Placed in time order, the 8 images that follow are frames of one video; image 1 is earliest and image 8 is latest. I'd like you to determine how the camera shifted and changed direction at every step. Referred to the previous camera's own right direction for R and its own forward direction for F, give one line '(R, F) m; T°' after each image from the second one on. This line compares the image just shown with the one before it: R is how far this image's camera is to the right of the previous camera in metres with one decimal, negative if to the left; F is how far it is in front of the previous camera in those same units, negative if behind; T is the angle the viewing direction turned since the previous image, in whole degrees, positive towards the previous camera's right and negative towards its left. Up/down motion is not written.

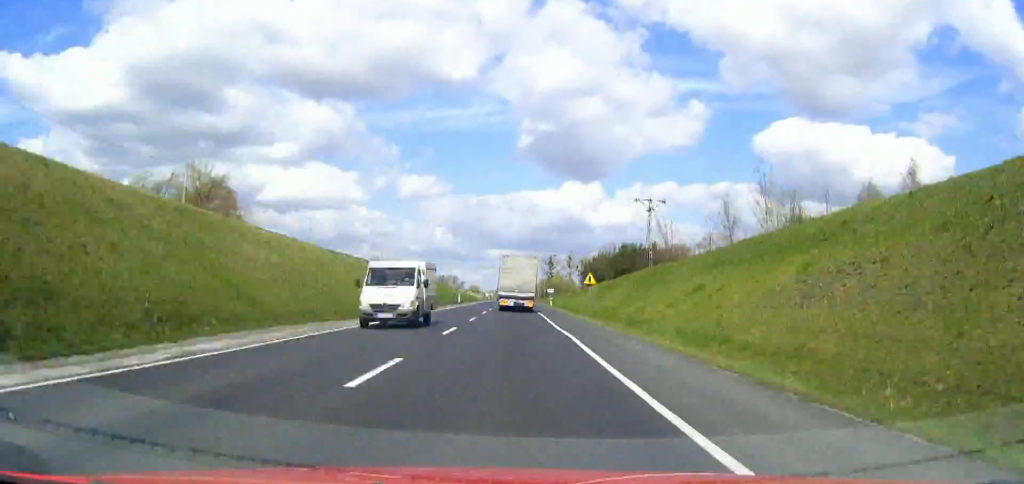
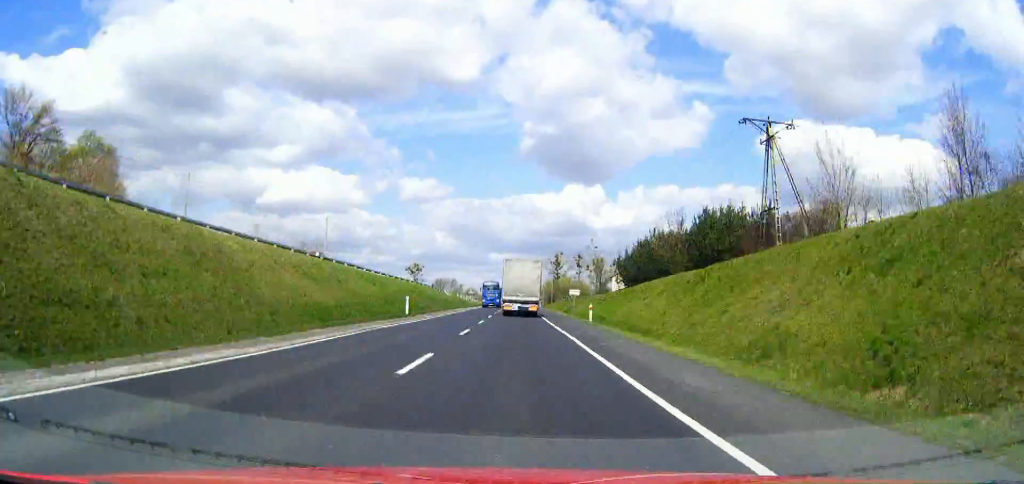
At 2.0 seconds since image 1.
(0.0, +44.8) m; 0°
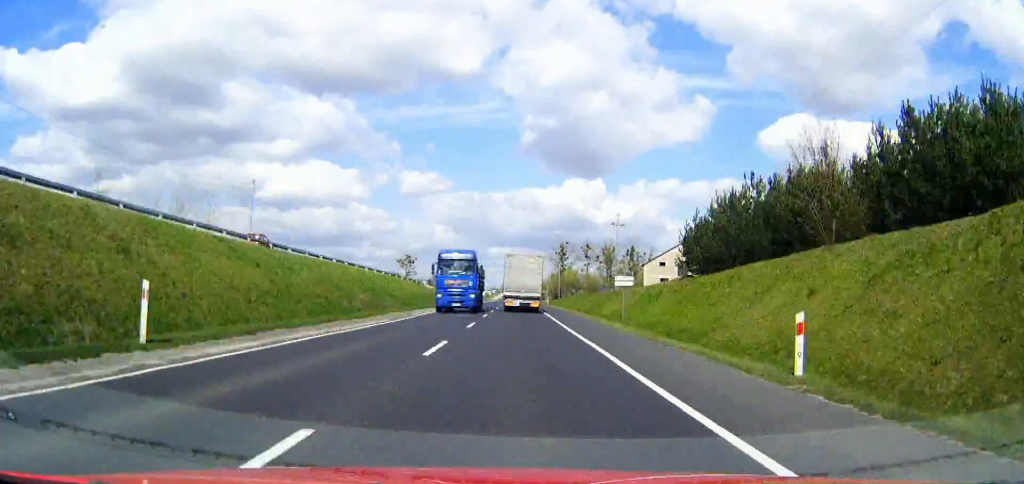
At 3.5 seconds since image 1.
(0.0, +33.5) m; 0°
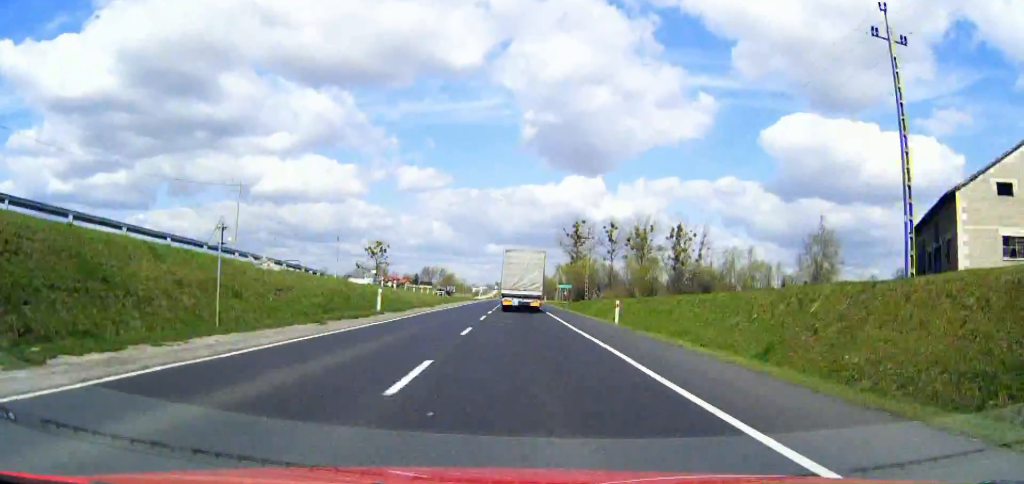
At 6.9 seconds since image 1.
(+0.1, +74.5) m; 0°
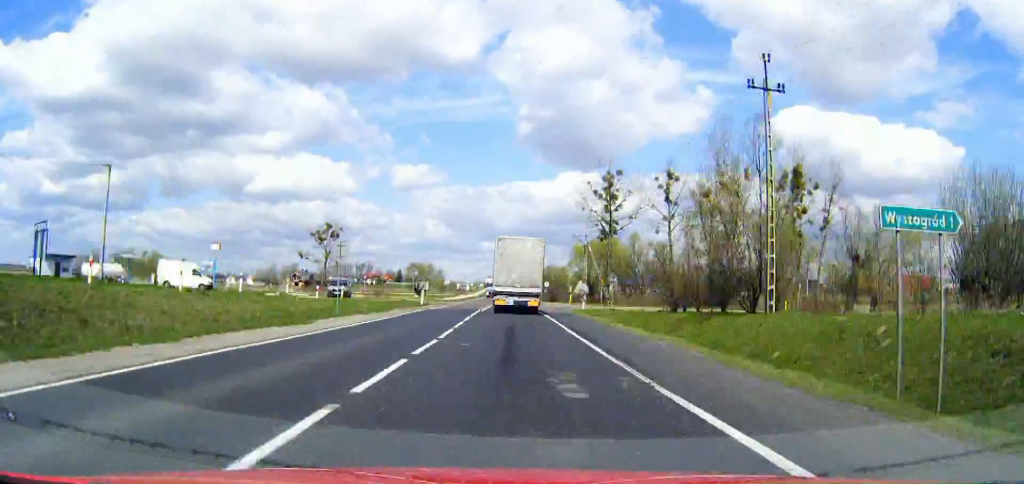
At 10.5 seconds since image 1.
(+0.2, +74.8) m; 0°
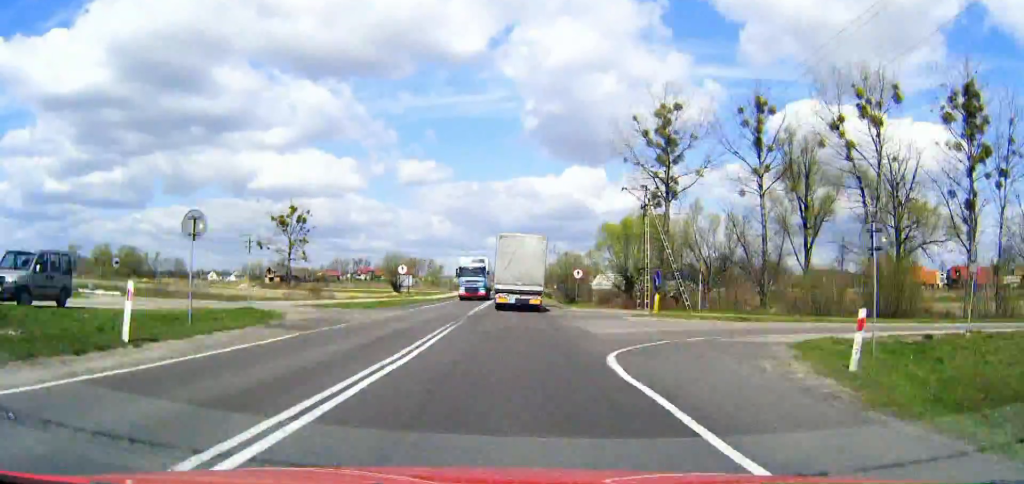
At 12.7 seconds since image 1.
(-0.1, +43.8) m; 0°
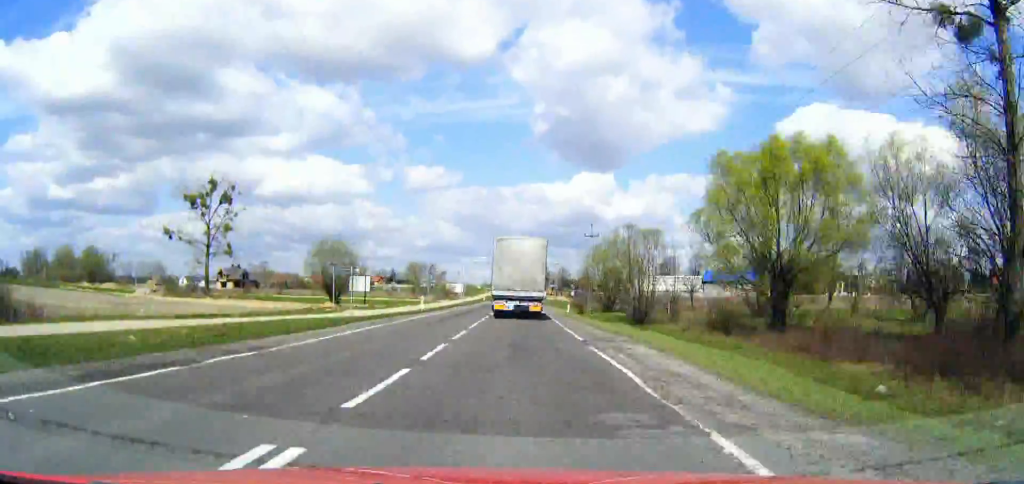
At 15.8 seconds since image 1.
(-0.1, +58.8) m; 0°
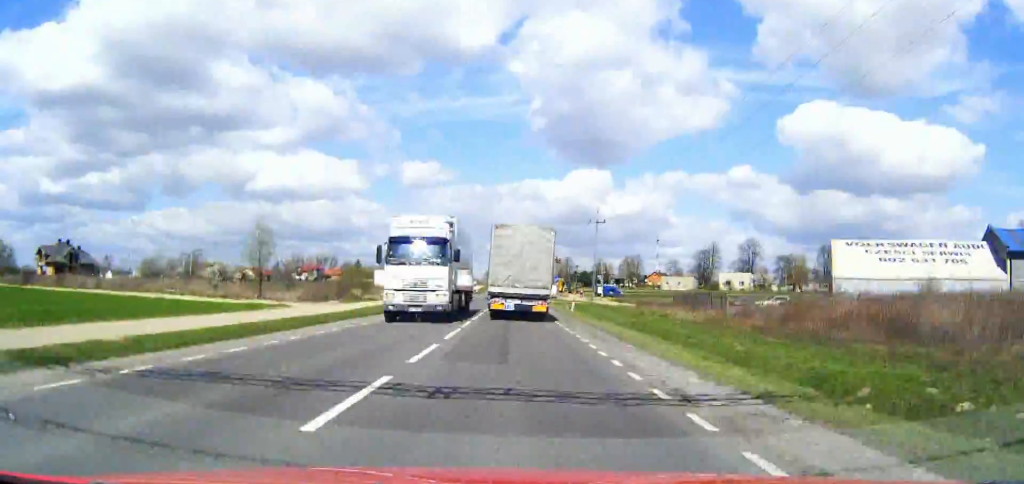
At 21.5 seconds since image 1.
(+0.2, +99.8) m; 0°
